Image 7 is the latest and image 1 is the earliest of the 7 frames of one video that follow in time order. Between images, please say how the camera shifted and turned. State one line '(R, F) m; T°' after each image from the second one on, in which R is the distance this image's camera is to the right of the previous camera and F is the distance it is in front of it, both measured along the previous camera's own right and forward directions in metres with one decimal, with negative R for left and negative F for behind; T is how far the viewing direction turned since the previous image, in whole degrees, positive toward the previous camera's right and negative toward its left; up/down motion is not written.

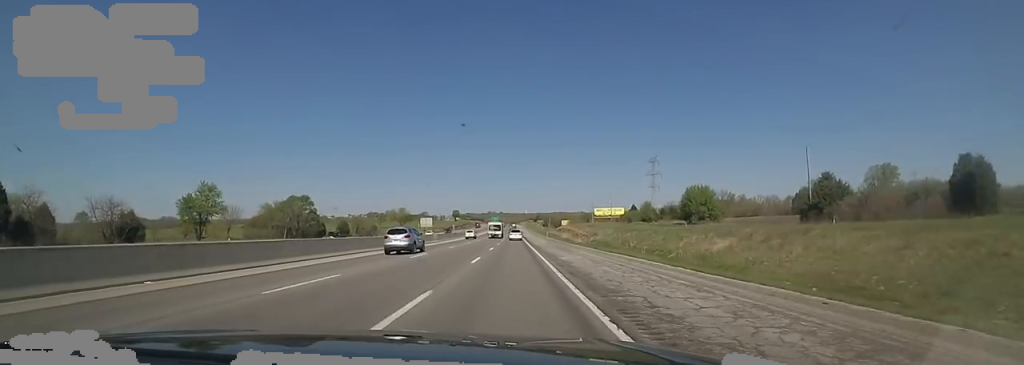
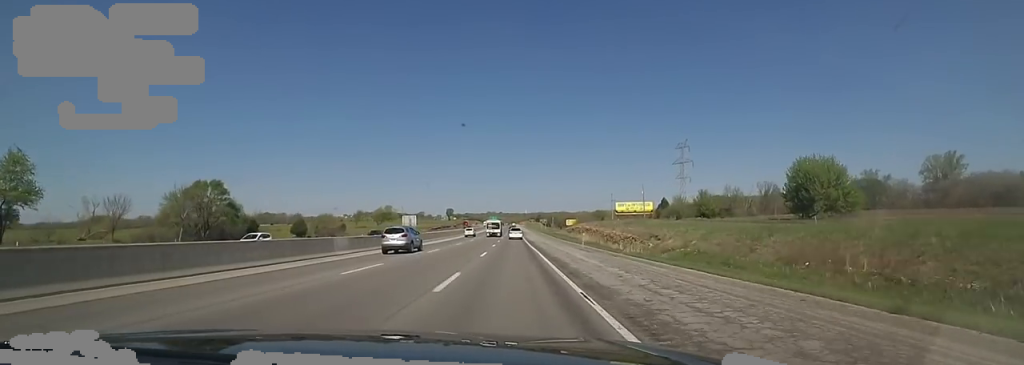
(-0.2, +41.0) m; 0°
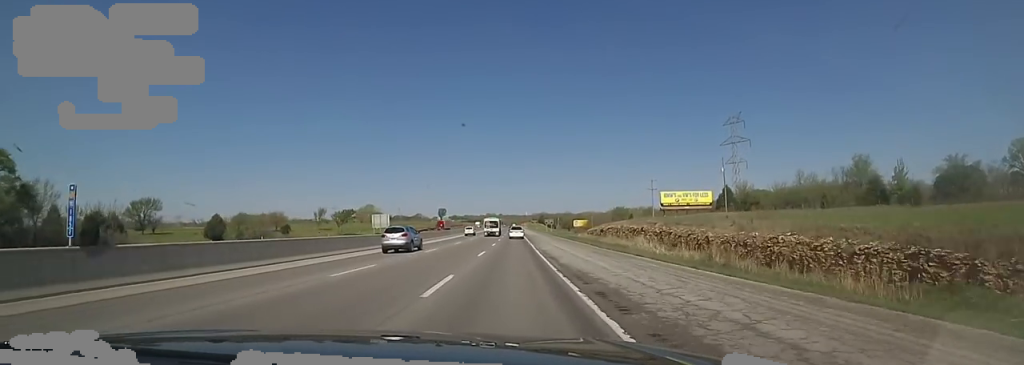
(+0.5, +47.2) m; +2°
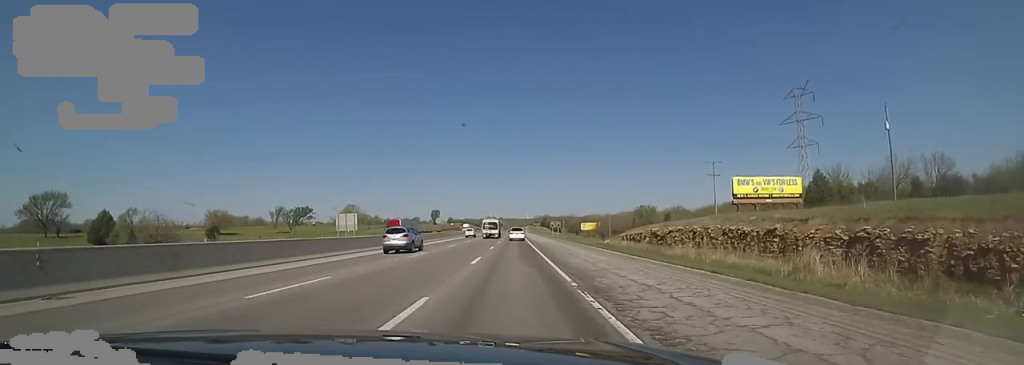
(+0.9, +35.9) m; 0°
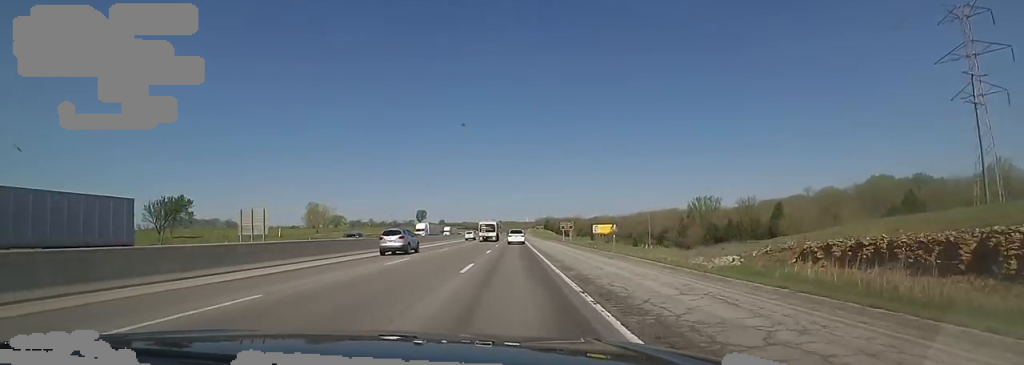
(-1.3, +49.8) m; -2°
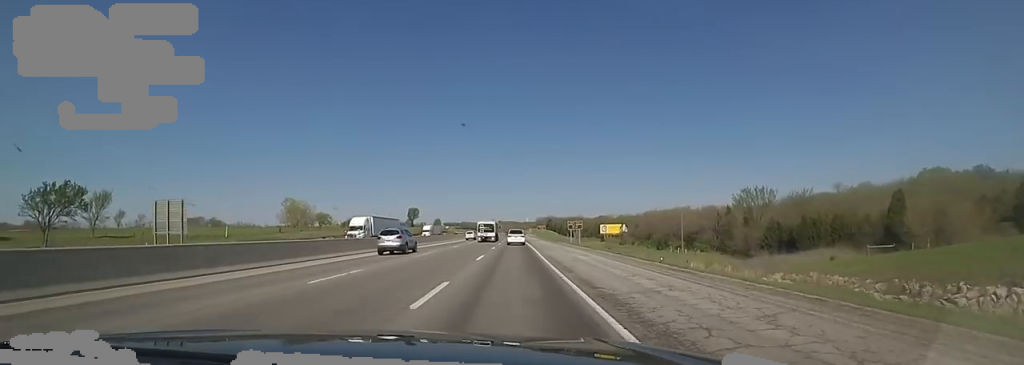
(0.0, +22.9) m; 0°
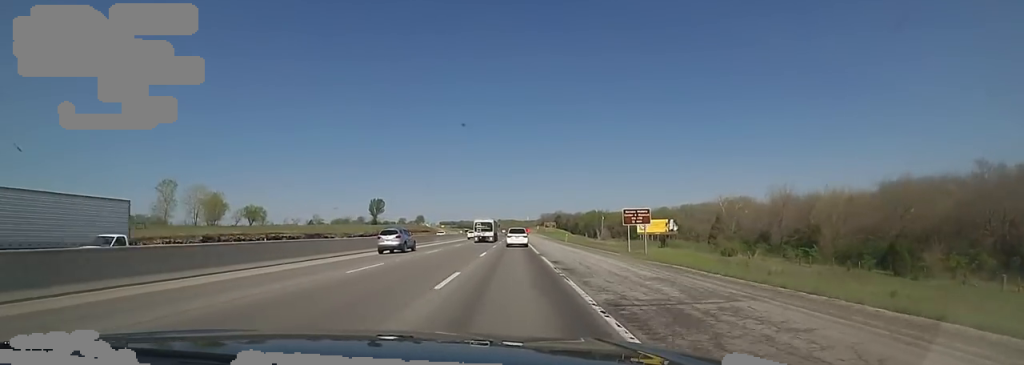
(0.0, +72.8) m; 0°
